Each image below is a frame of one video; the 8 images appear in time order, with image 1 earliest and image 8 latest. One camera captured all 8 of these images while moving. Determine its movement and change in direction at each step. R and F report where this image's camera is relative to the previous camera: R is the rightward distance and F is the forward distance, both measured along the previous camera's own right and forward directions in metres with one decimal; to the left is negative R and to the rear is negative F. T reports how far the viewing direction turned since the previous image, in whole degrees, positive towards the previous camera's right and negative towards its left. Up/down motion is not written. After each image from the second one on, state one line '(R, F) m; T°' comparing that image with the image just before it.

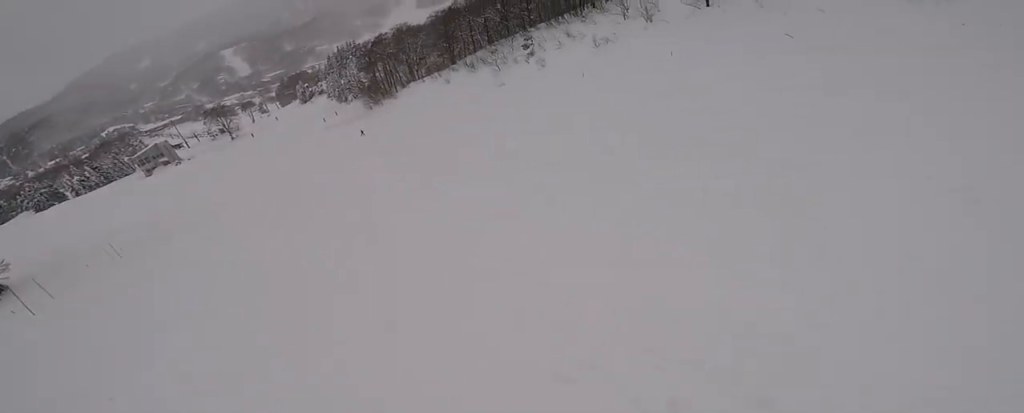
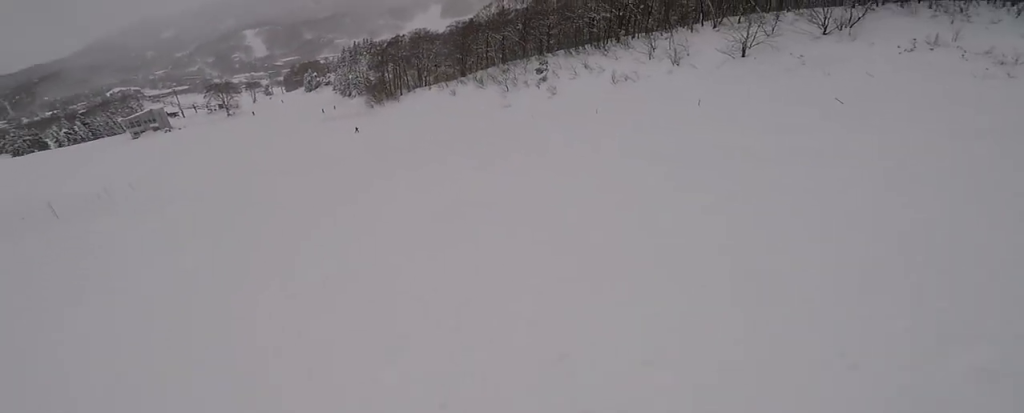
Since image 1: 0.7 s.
(+1.2, +2.7) m; -2°
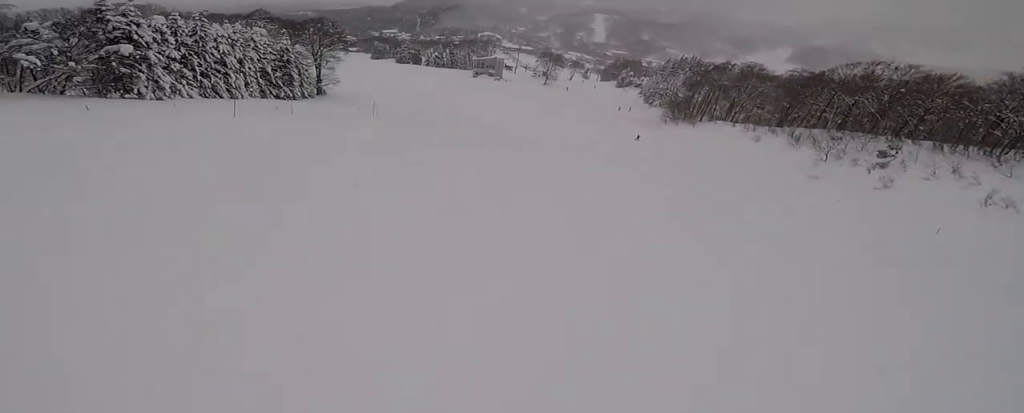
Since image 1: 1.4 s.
(-0.9, +2.9) m; -22°
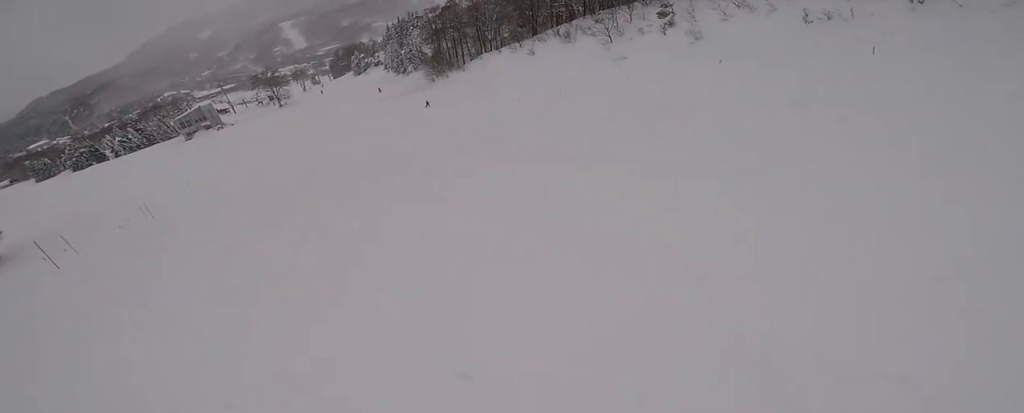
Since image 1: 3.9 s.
(+0.7, +11.4) m; +32°
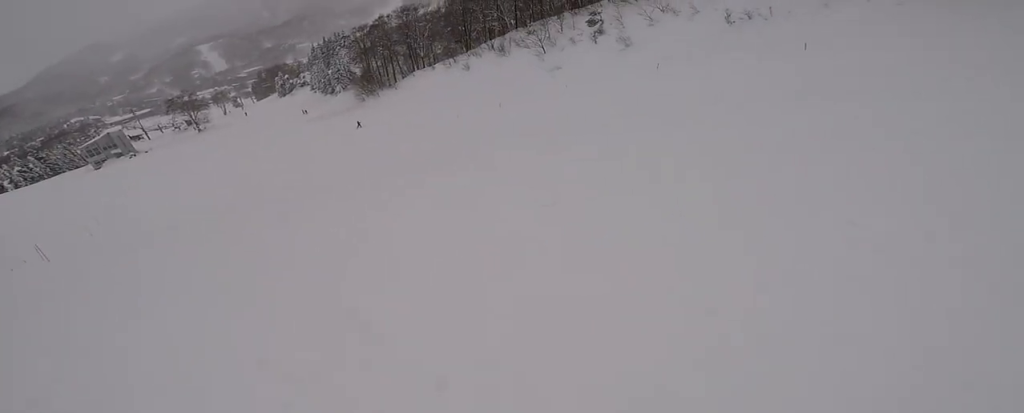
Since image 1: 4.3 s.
(+0.1, +2.3) m; -6°
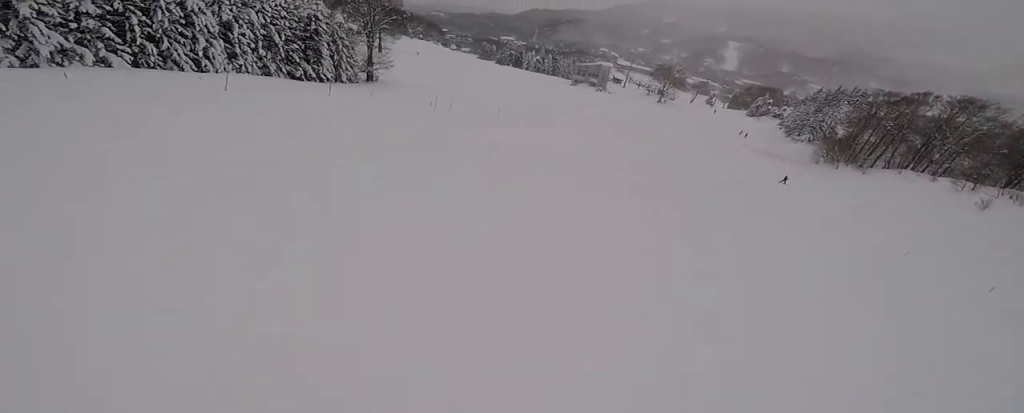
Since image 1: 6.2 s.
(-3.4, +8.8) m; -33°
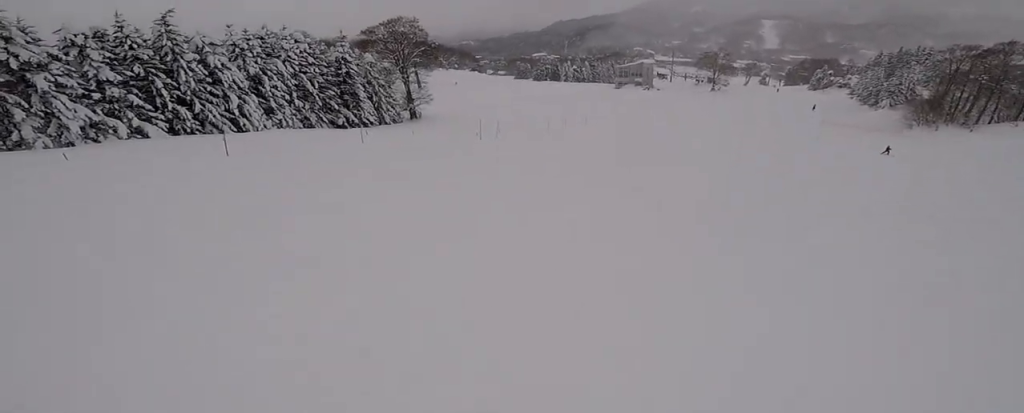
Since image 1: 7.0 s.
(-0.6, +3.7) m; +10°
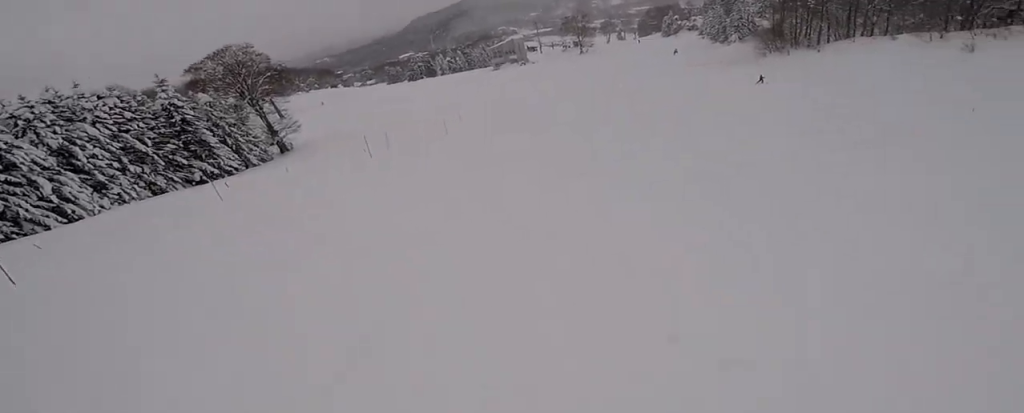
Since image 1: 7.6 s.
(+1.4, +2.8) m; +10°
